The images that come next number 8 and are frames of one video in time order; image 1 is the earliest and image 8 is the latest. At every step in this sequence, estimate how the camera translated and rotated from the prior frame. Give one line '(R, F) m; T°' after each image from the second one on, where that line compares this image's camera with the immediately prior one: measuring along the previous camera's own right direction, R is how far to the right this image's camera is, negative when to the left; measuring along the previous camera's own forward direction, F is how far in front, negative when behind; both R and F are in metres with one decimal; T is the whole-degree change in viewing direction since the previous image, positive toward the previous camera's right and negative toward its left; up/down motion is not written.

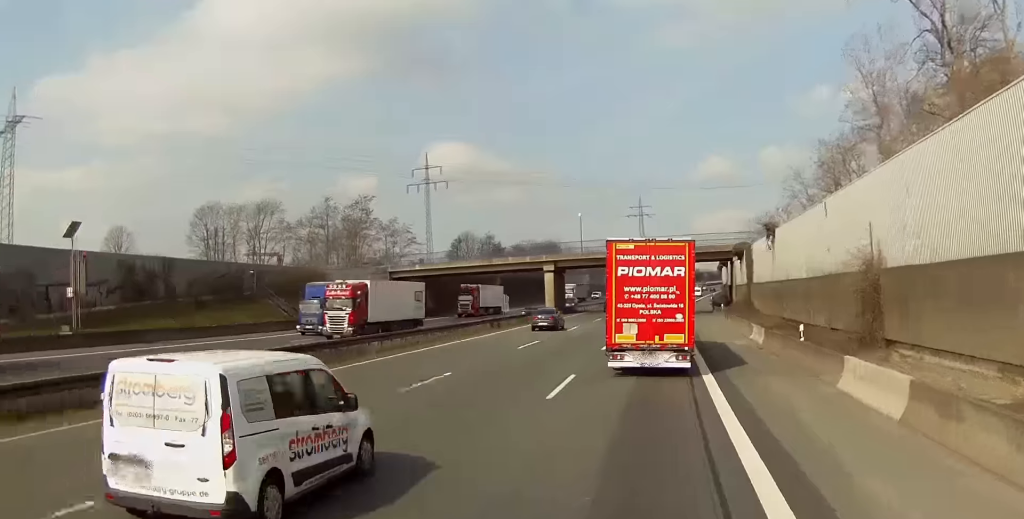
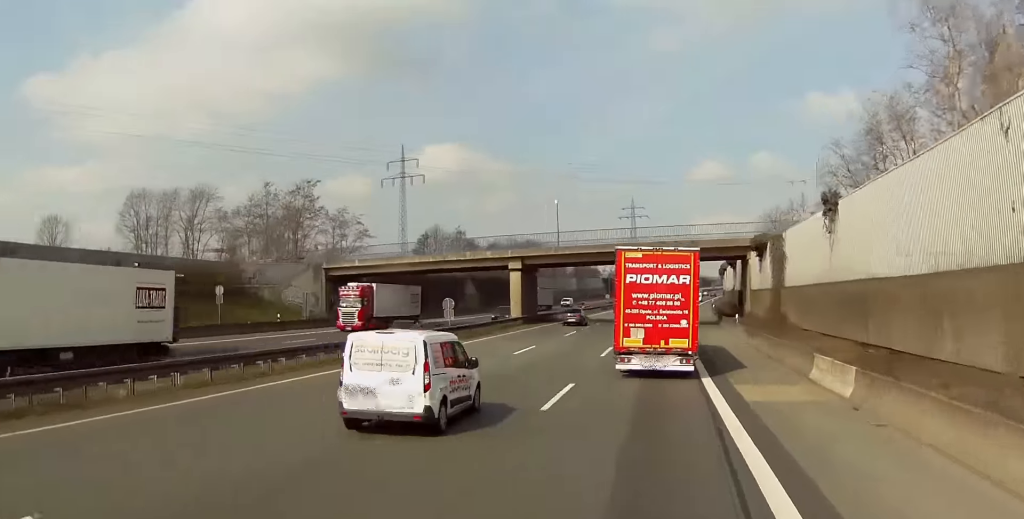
(+0.1, +19.0) m; +1°
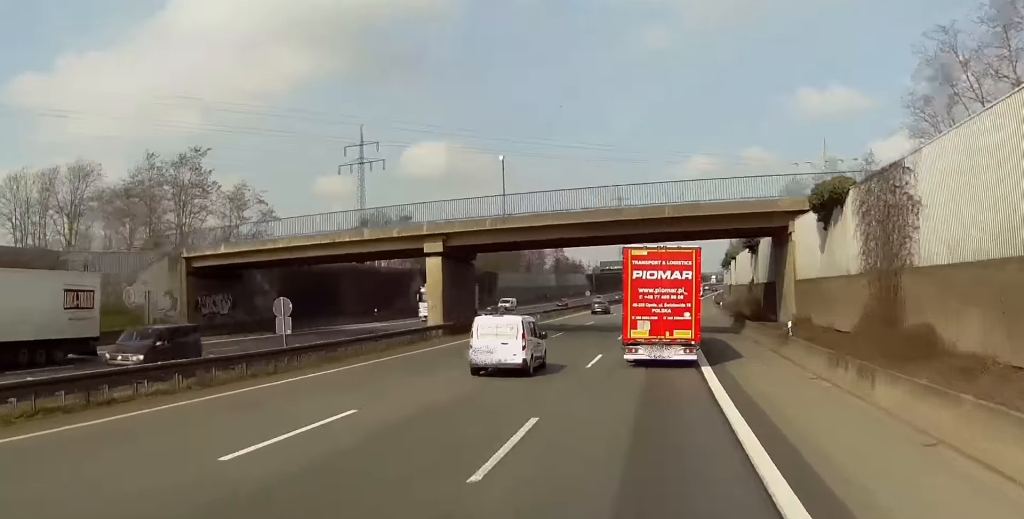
(+0.6, +25.8) m; +3°
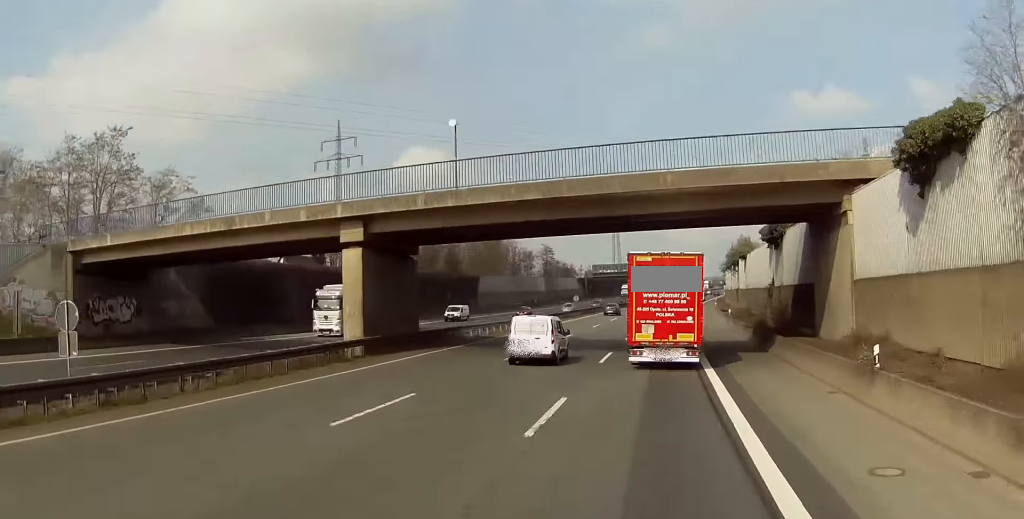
(+0.4, +13.7) m; 0°
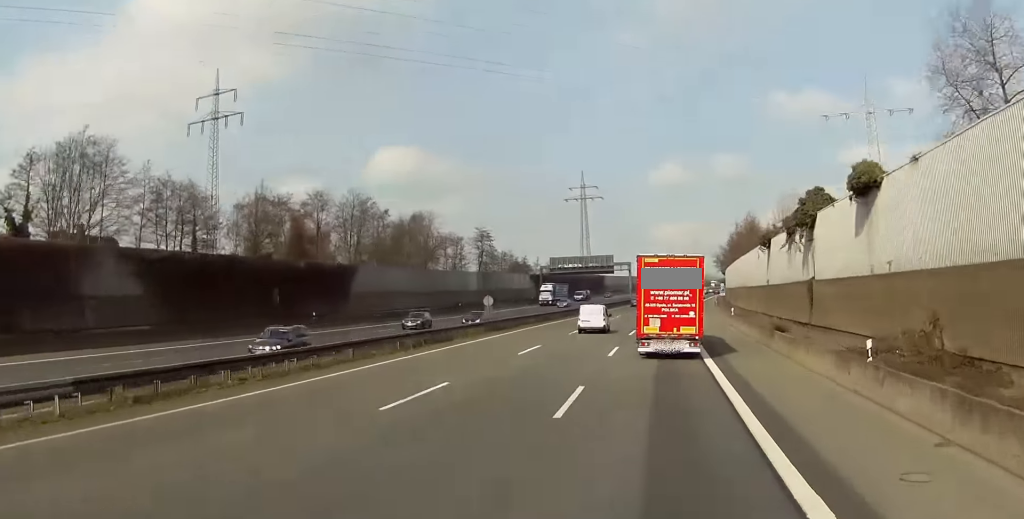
(-0.7, +51.6) m; 0°
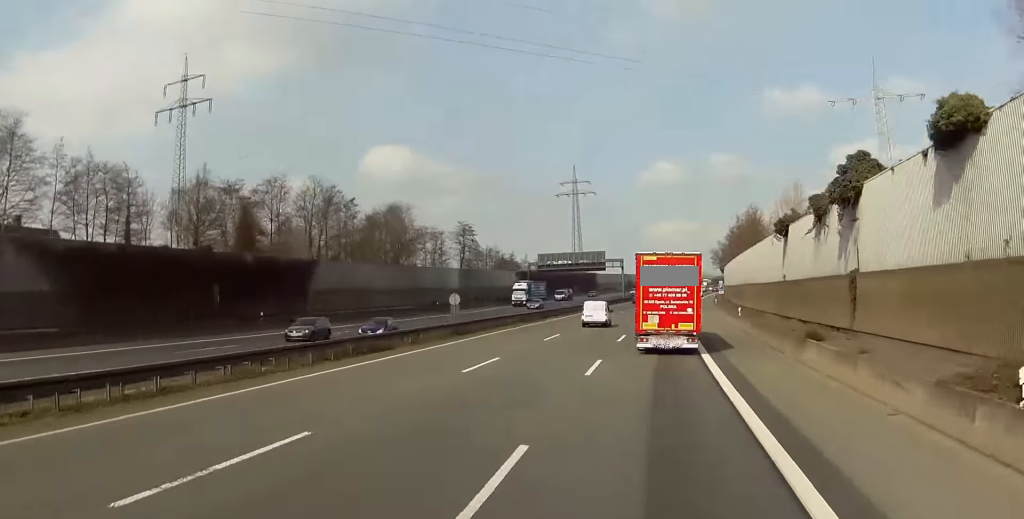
(+0.2, +9.9) m; +1°
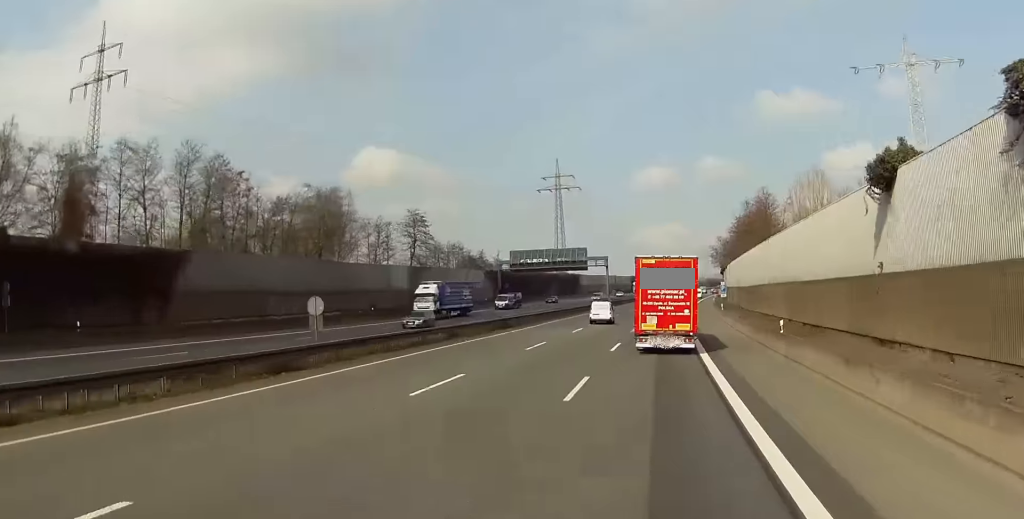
(+0.3, +23.5) m; +1°
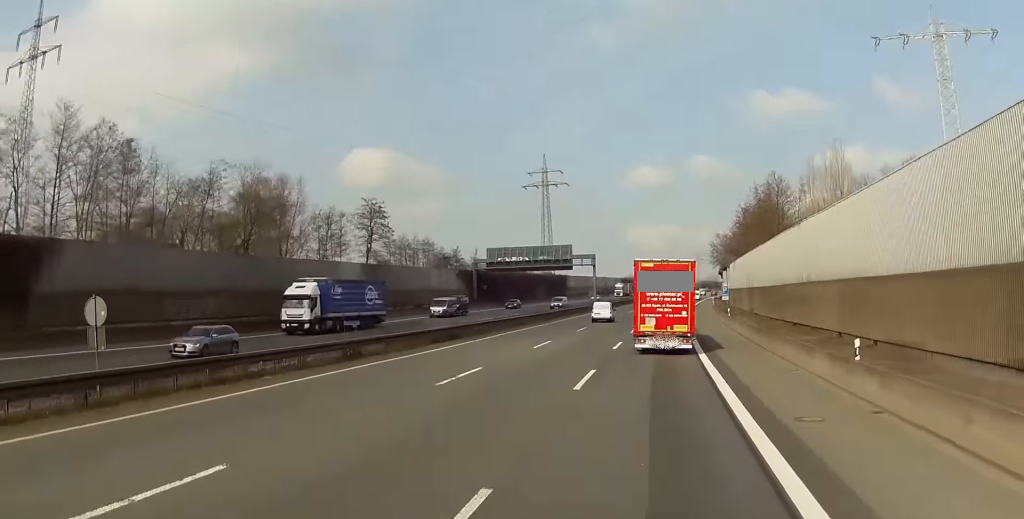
(0.0, +15.2) m; 0°
